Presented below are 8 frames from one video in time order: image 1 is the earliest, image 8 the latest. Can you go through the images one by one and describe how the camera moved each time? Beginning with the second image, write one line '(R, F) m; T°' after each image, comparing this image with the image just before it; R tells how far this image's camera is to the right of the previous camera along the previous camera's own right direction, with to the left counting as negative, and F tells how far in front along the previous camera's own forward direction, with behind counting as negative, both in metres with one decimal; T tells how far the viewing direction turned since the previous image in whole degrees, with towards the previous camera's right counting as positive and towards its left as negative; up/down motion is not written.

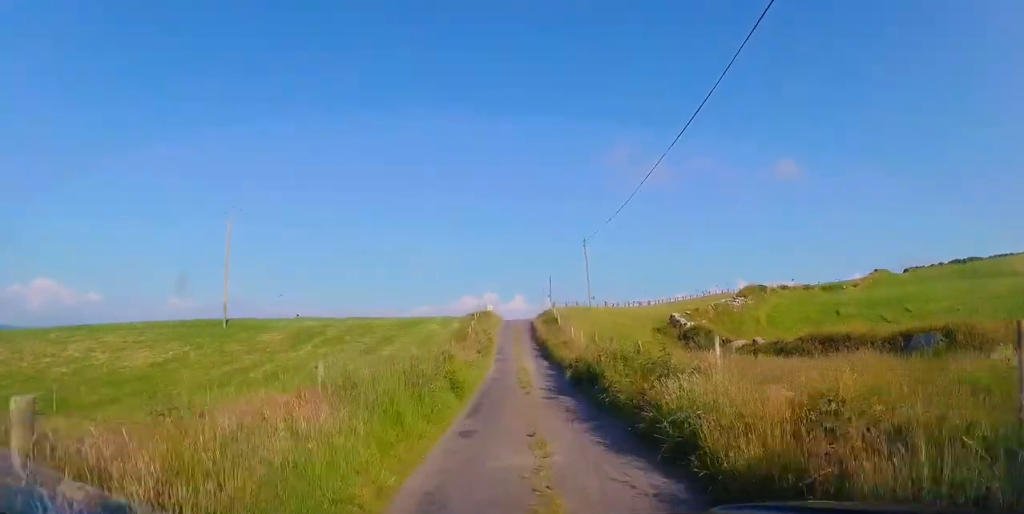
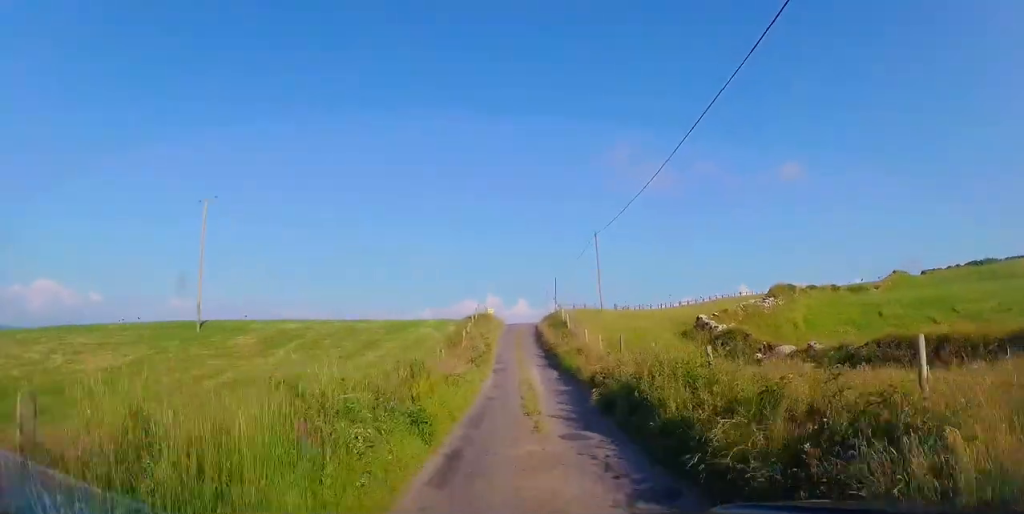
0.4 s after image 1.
(0.0, +4.6) m; 0°
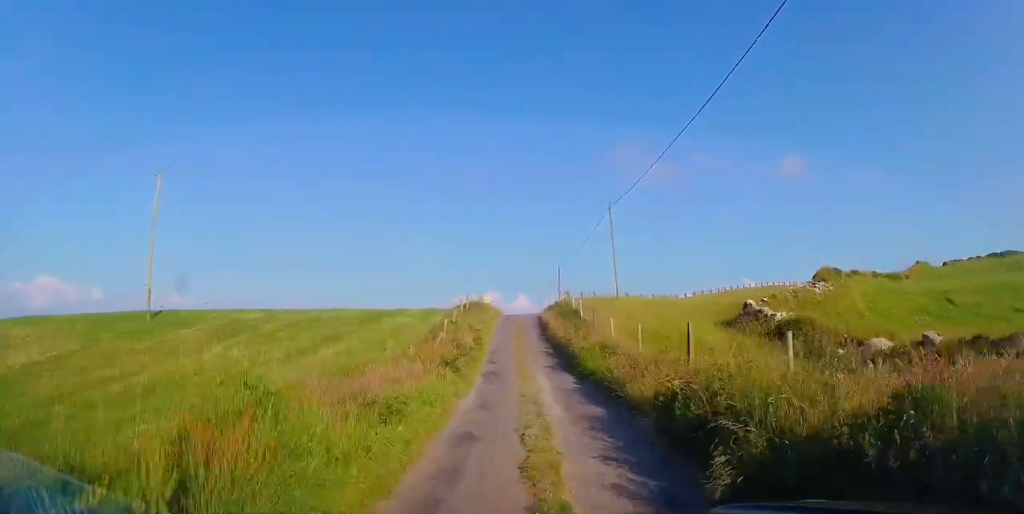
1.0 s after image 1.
(+0.1, +6.3) m; -1°
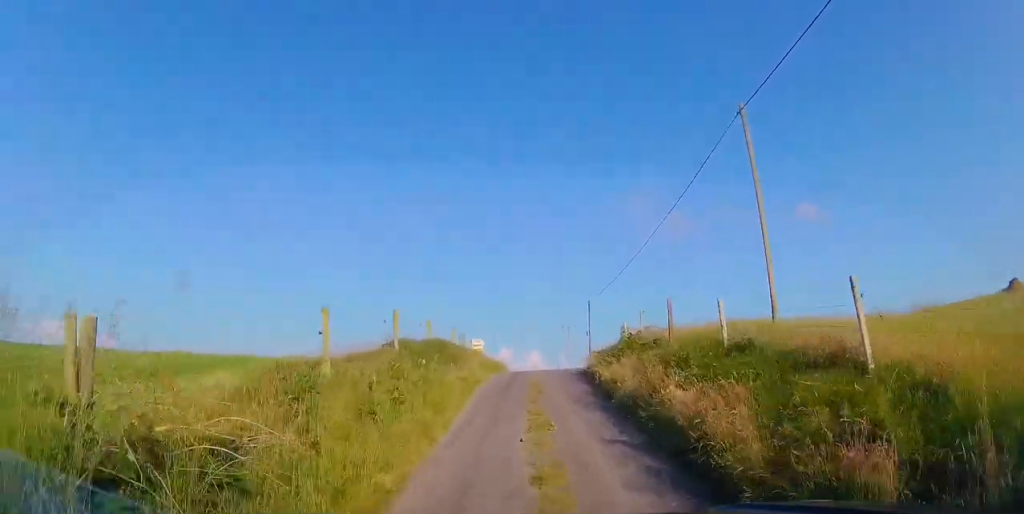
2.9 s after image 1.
(-0.5, +19.1) m; 0°
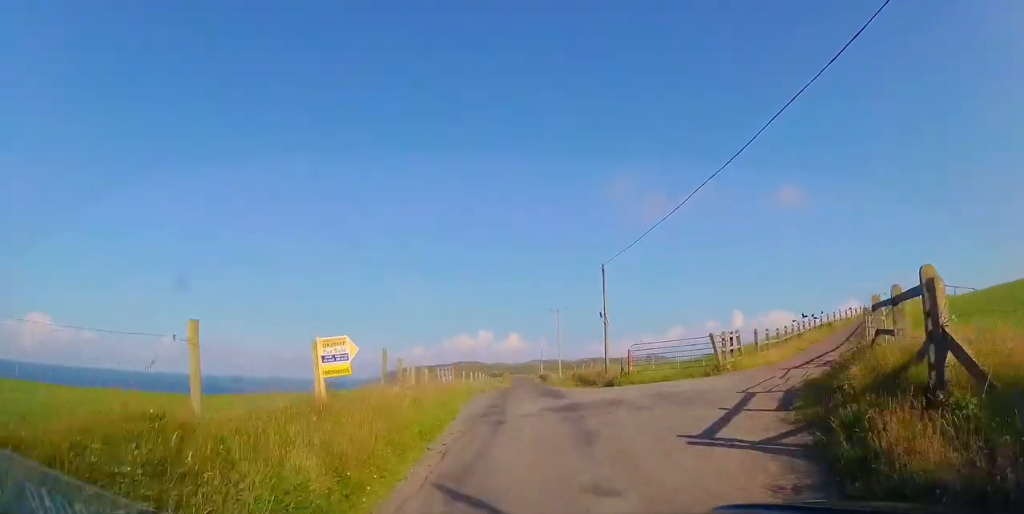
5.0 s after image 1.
(+0.4, +18.6) m; +2°
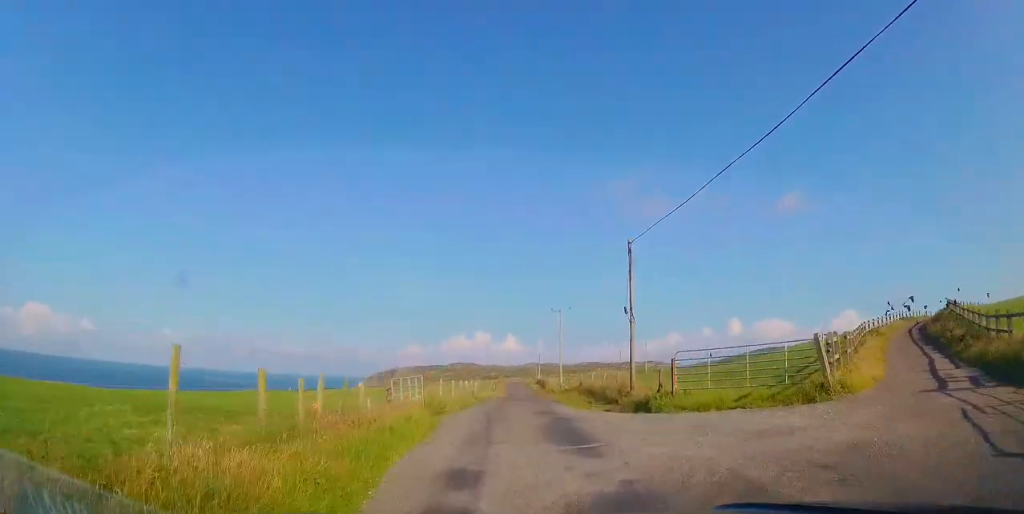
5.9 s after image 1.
(+0.3, +7.8) m; 0°
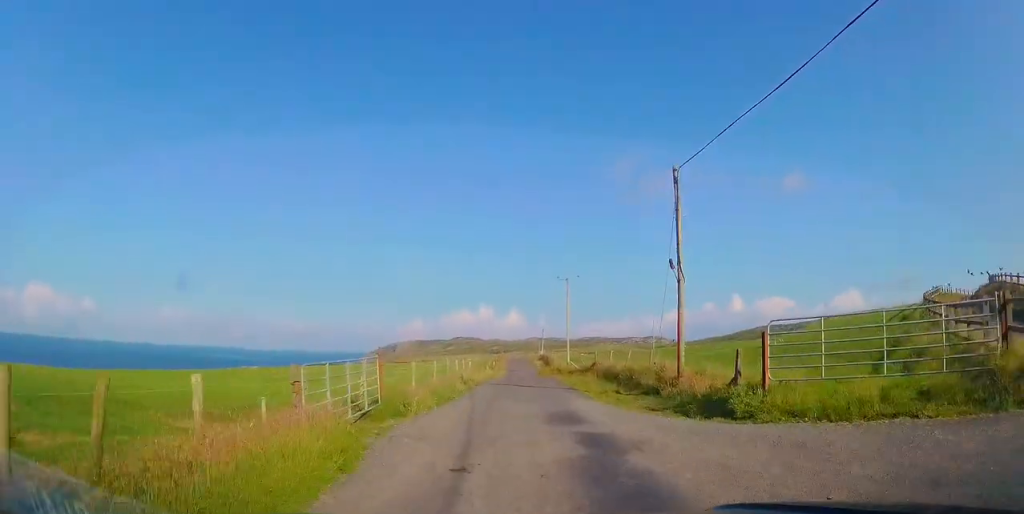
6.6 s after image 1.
(-0.1, +6.5) m; -1°
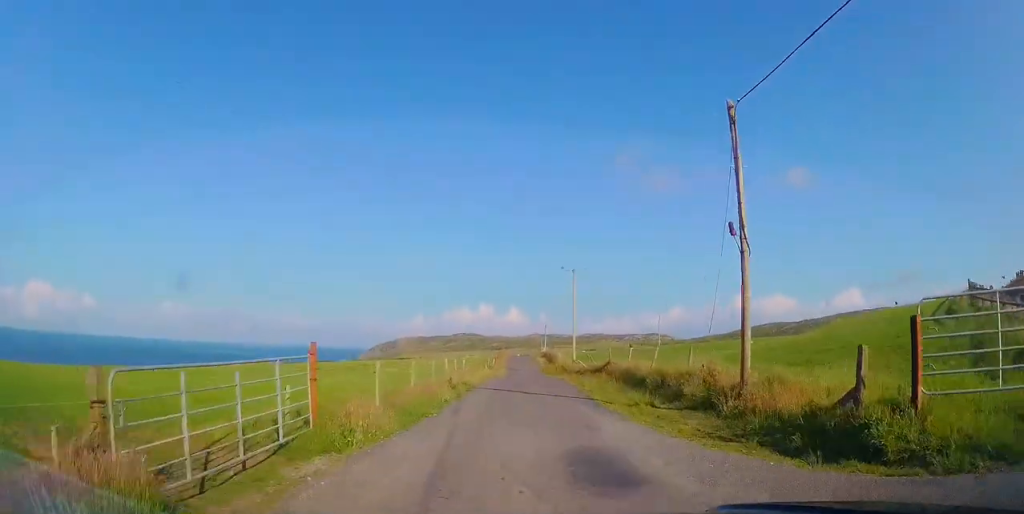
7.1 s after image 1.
(-0.1, +4.5) m; -2°
